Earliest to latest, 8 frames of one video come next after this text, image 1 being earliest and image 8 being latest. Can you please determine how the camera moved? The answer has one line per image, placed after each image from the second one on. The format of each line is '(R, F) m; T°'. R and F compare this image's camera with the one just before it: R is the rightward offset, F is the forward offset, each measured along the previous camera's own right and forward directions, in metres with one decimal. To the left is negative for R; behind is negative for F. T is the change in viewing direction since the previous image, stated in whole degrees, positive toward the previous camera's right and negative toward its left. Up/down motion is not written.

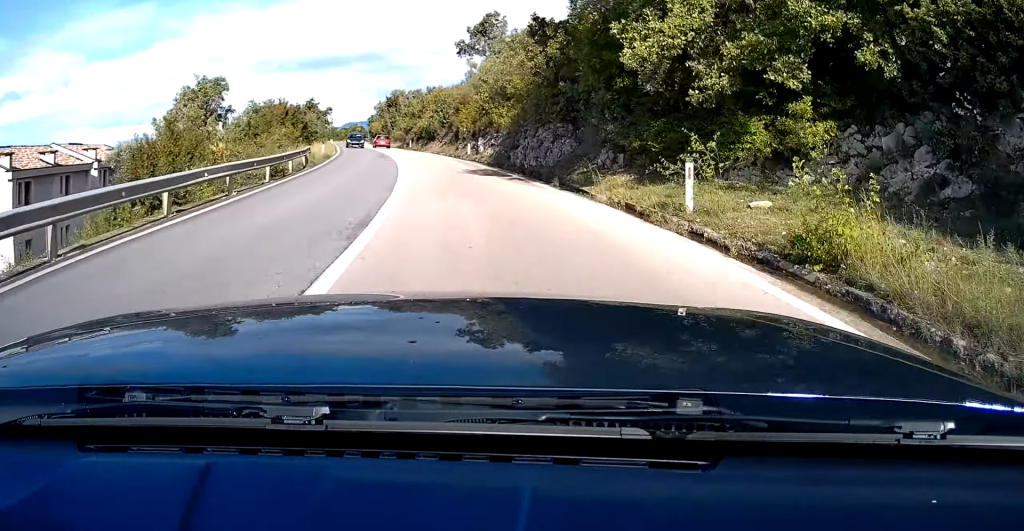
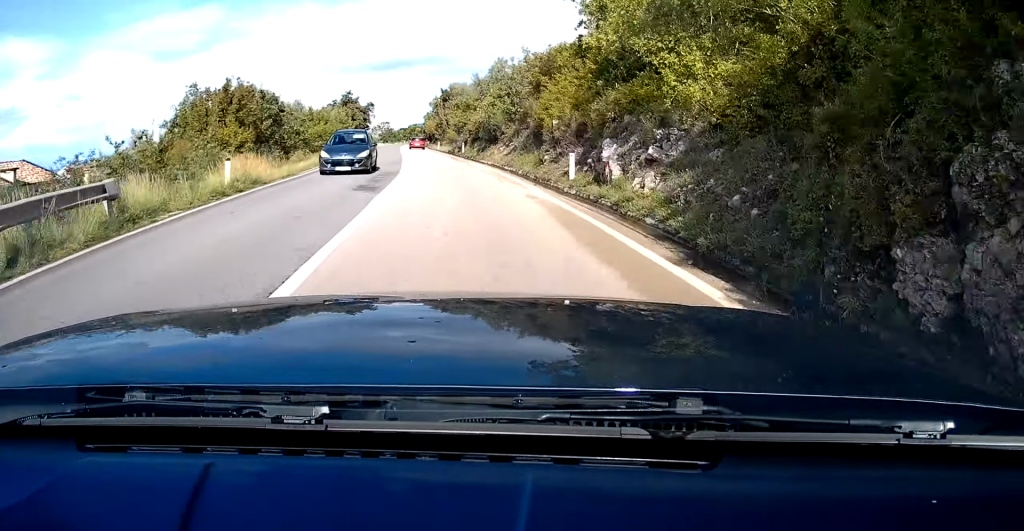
(-1.1, +22.0) m; -5°
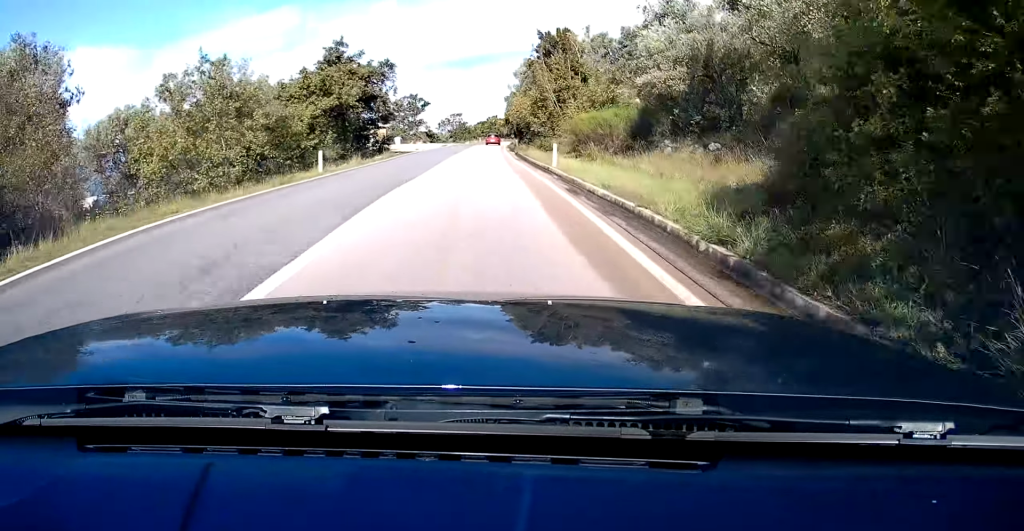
(-3.8, +52.5) m; -6°
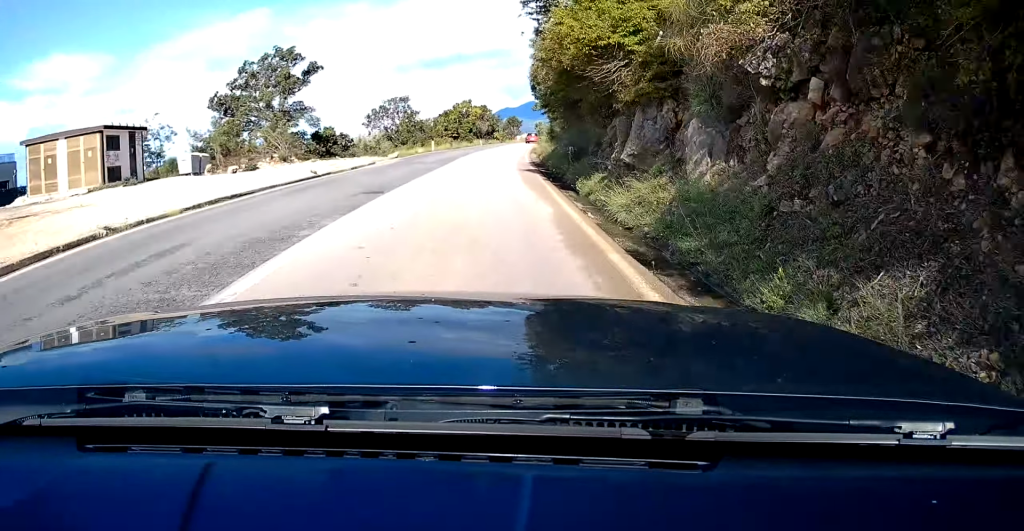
(+0.9, +70.7) m; +3°
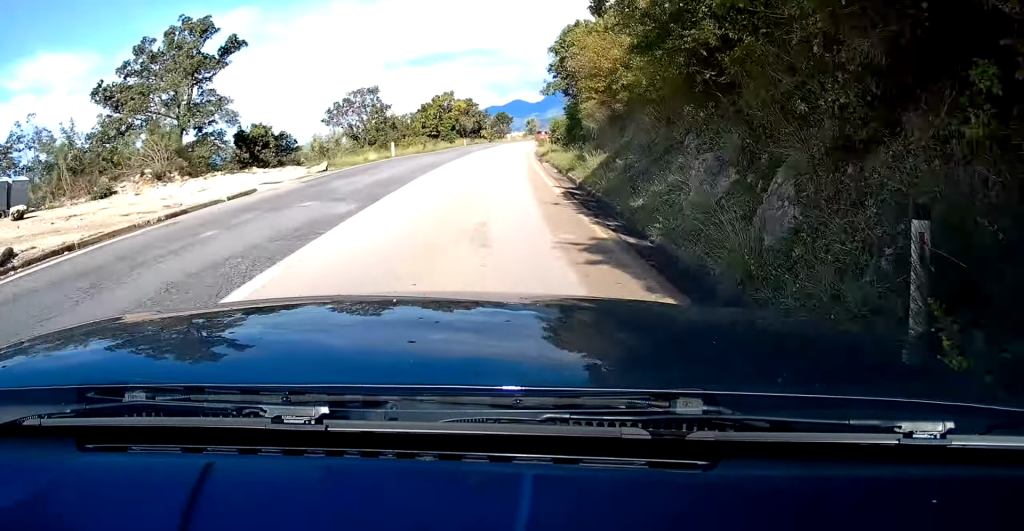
(+0.3, +15.7) m; +1°
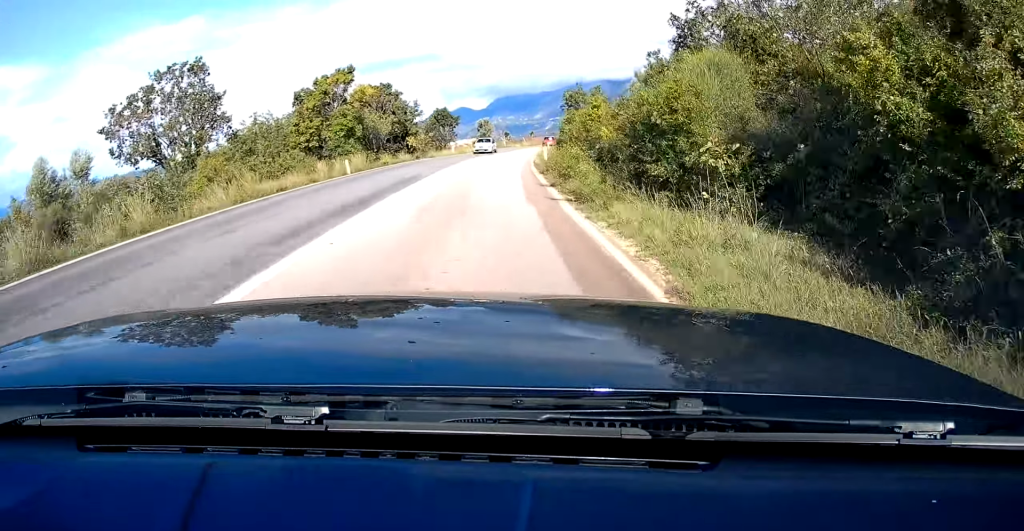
(+1.0, +37.5) m; +4°
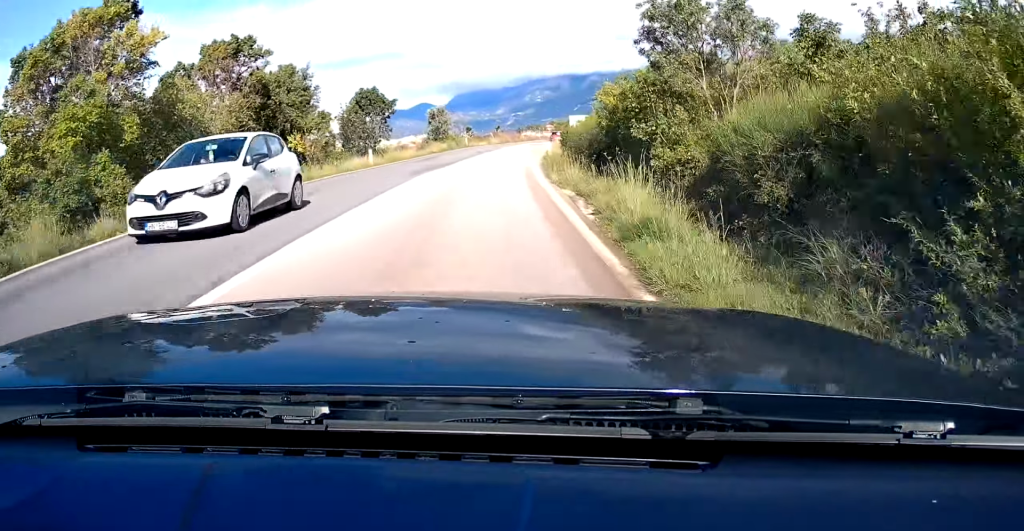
(+0.6, +26.5) m; +4°
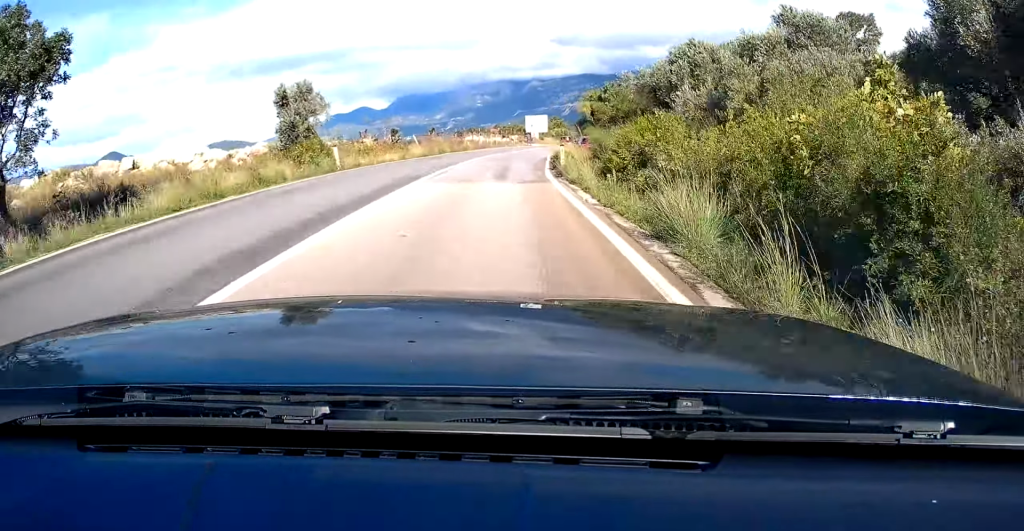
(+1.7, +35.3) m; +6°
